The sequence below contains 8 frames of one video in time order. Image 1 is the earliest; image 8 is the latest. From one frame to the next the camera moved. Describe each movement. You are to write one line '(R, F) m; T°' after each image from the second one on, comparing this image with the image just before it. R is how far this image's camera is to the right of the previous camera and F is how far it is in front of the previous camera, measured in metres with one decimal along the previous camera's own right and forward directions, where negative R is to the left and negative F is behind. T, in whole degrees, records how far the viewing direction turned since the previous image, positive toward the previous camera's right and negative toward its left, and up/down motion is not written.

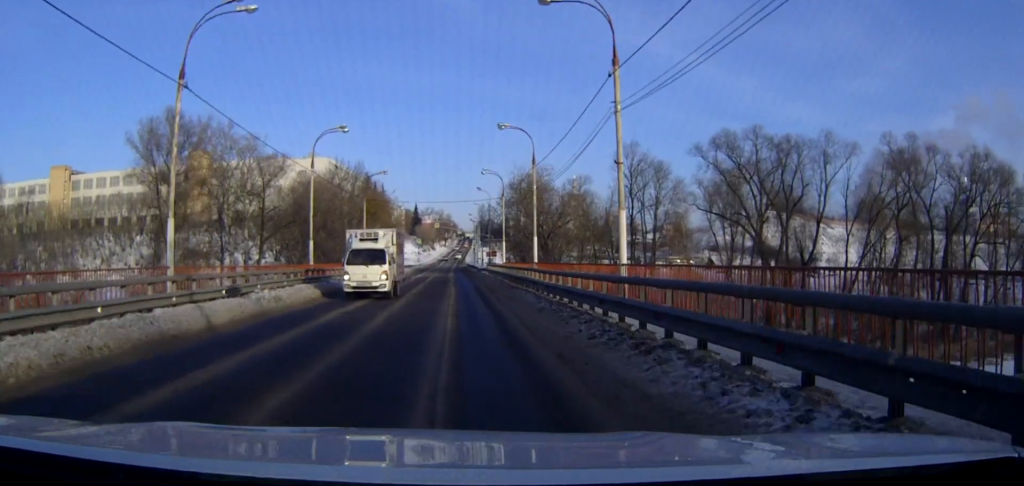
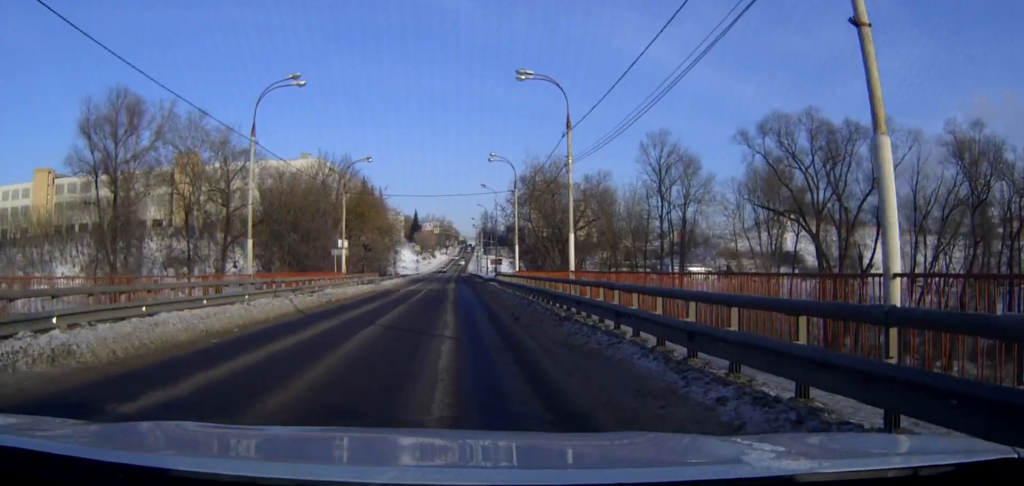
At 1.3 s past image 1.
(0.0, +13.0) m; 0°
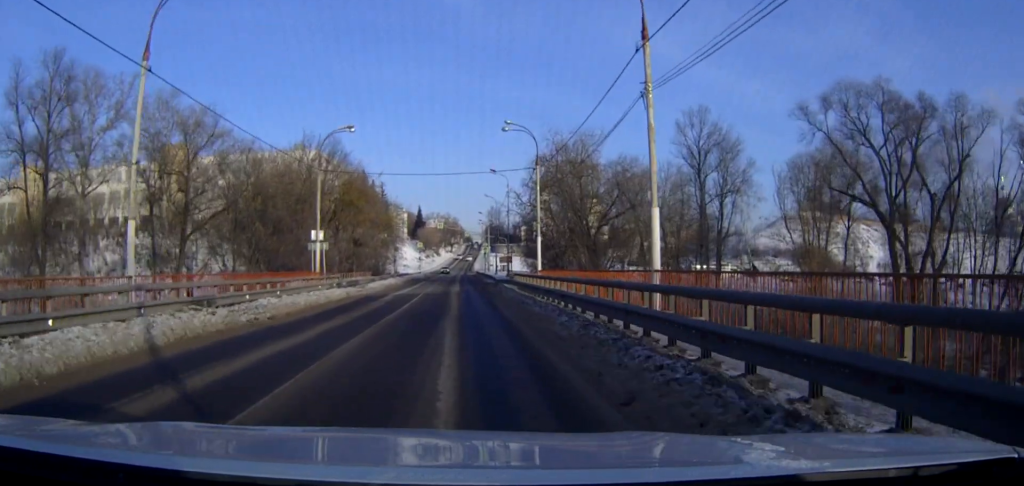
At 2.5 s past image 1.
(0.0, +11.7) m; 0°
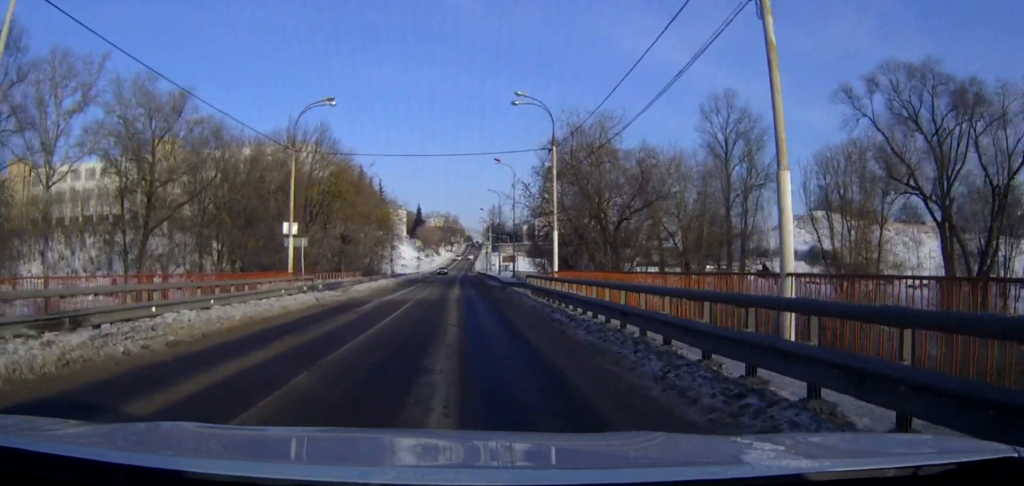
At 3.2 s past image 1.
(0.0, +7.2) m; 0°
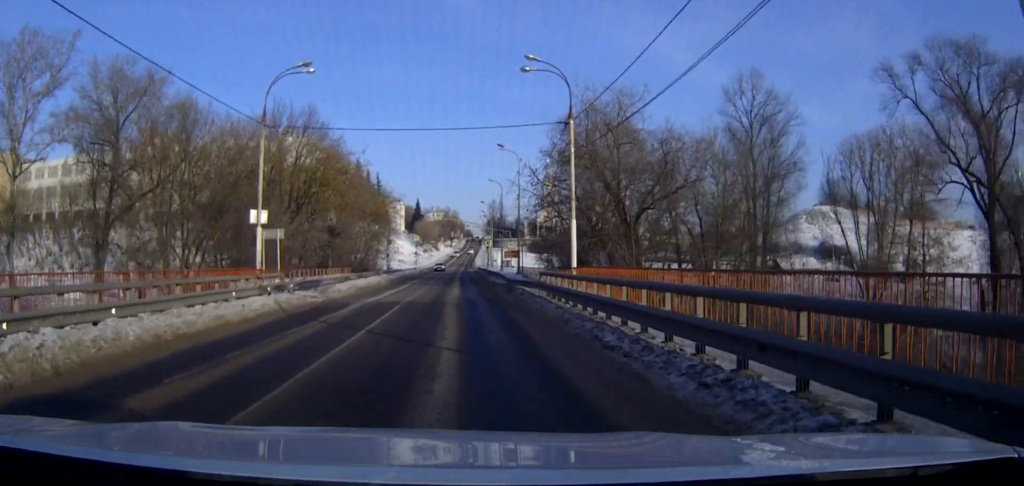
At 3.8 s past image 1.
(0.0, +5.9) m; 0°
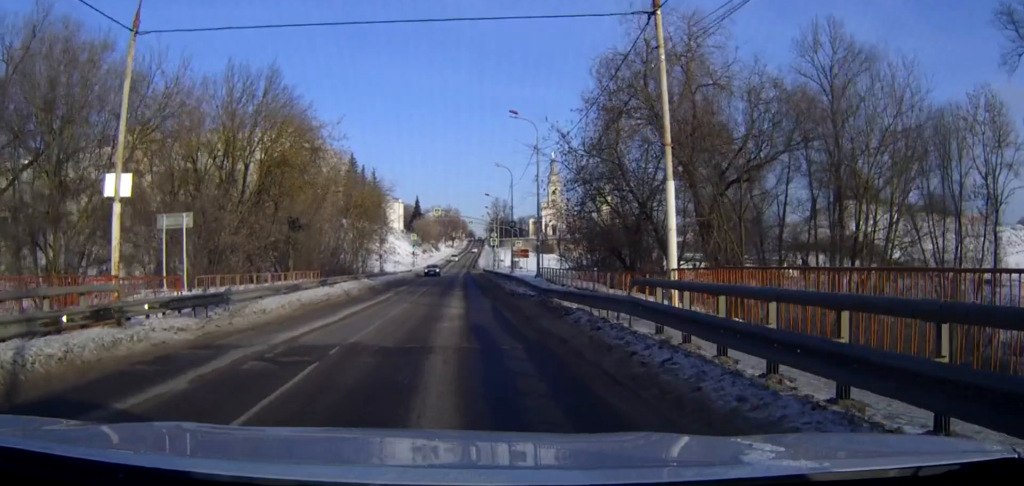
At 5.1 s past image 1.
(0.0, +14.3) m; 0°
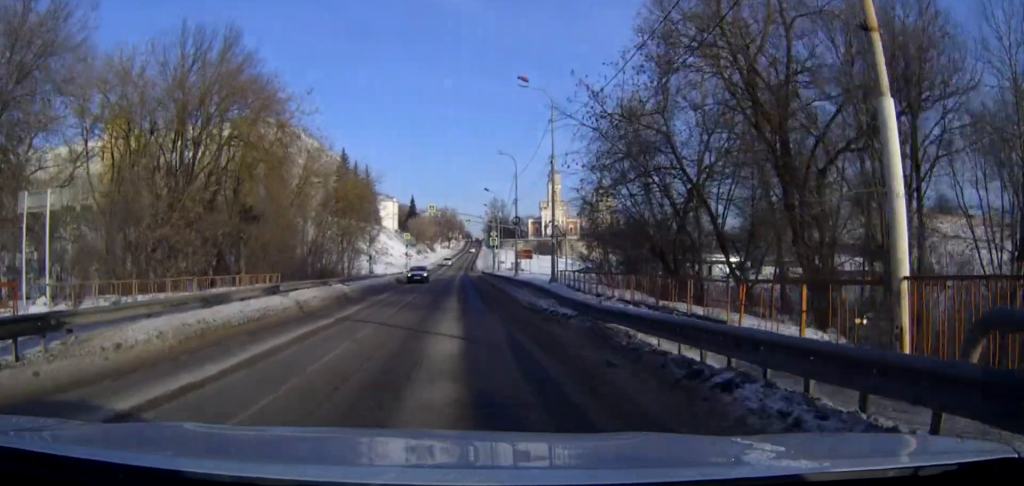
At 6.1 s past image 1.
(0.0, +10.0) m; 0°
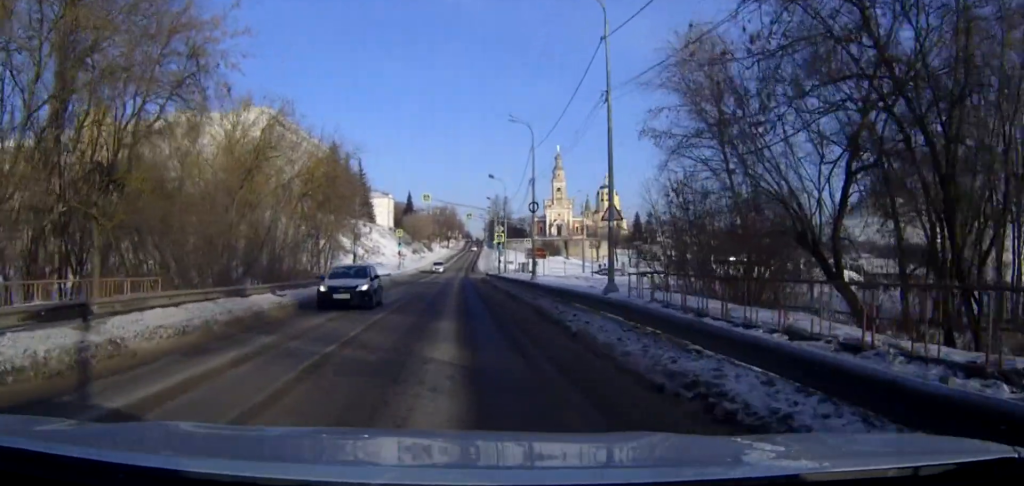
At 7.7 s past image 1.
(+0.1, +15.9) m; +1°
